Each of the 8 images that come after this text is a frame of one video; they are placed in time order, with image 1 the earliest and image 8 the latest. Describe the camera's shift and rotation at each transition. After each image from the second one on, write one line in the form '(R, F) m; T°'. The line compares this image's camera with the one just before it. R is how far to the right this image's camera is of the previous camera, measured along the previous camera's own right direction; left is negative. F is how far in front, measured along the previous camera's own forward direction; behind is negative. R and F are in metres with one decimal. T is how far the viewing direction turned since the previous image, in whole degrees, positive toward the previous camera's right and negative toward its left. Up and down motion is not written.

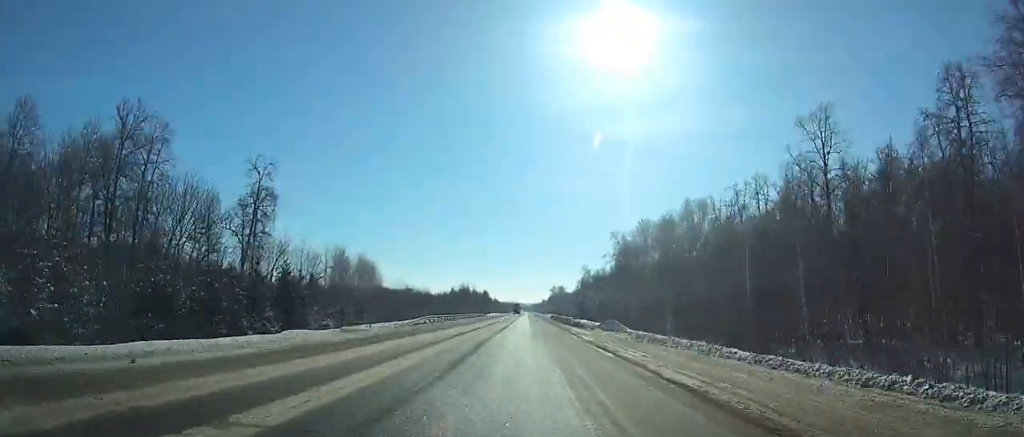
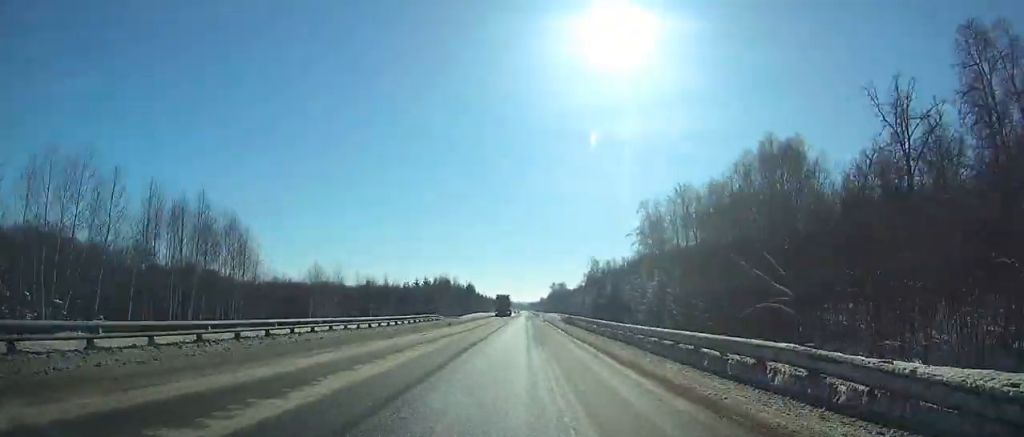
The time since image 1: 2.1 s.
(+0.2, +46.4) m; 0°
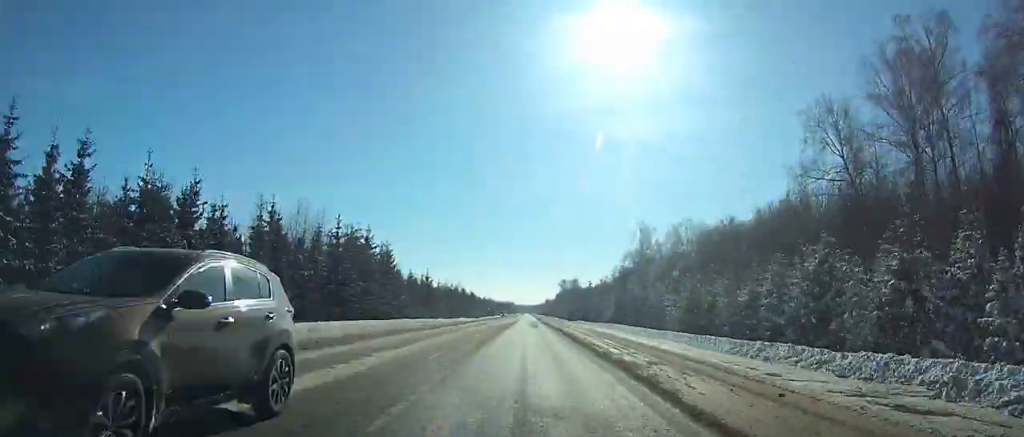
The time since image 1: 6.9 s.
(0.0, +103.9) m; 0°
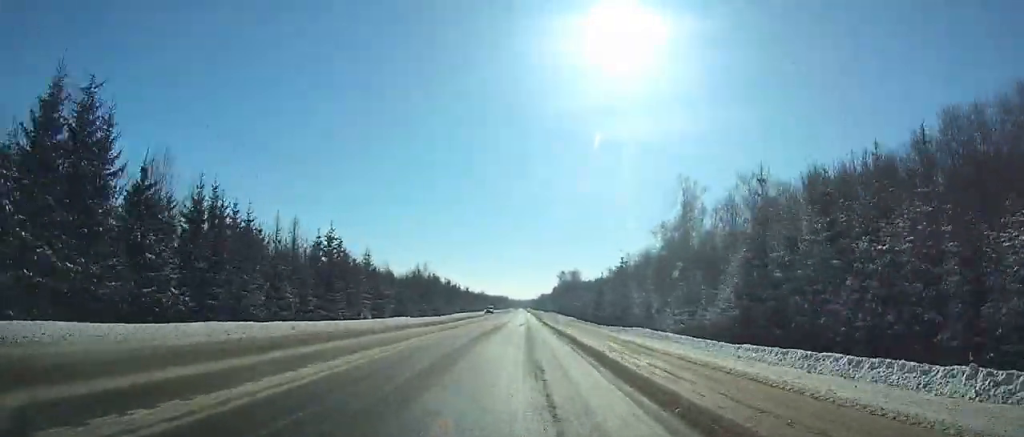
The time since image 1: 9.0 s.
(+0.1, +44.3) m; 0°
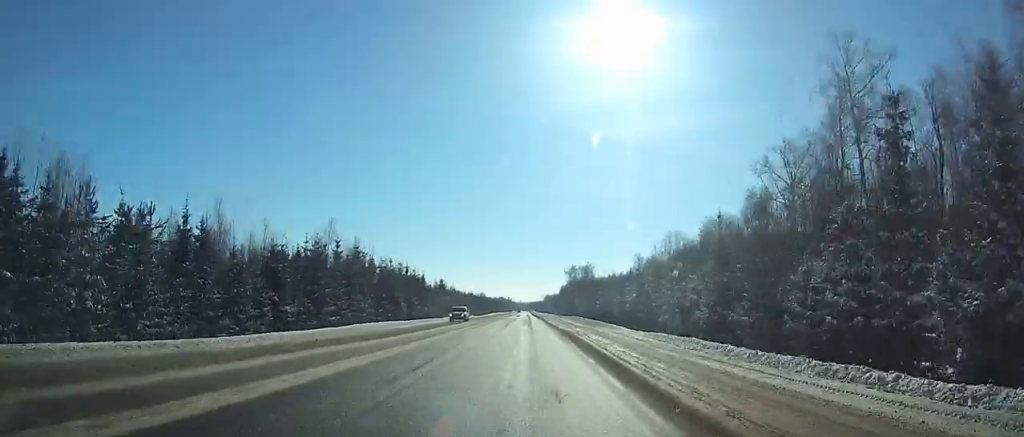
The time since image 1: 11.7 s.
(-0.1, +56.6) m; 0°
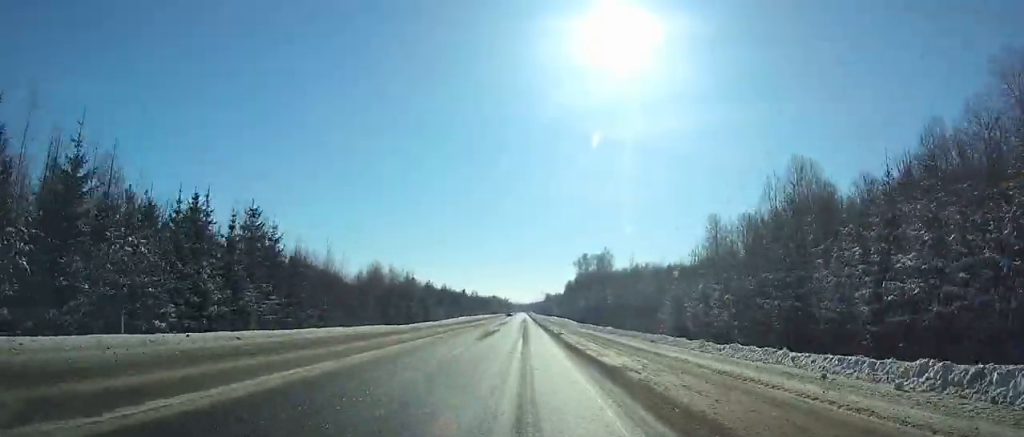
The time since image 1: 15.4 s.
(-0.2, +79.2) m; 0°
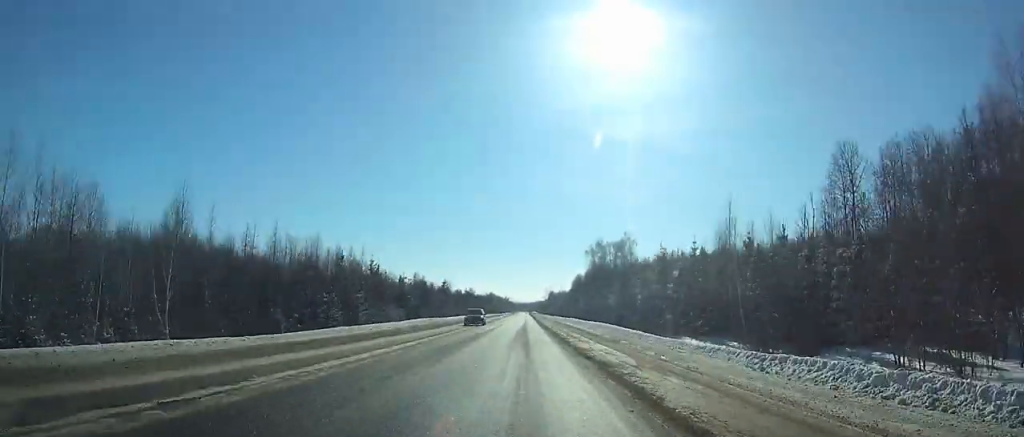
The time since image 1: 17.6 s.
(0.0, +50.7) m; 0°
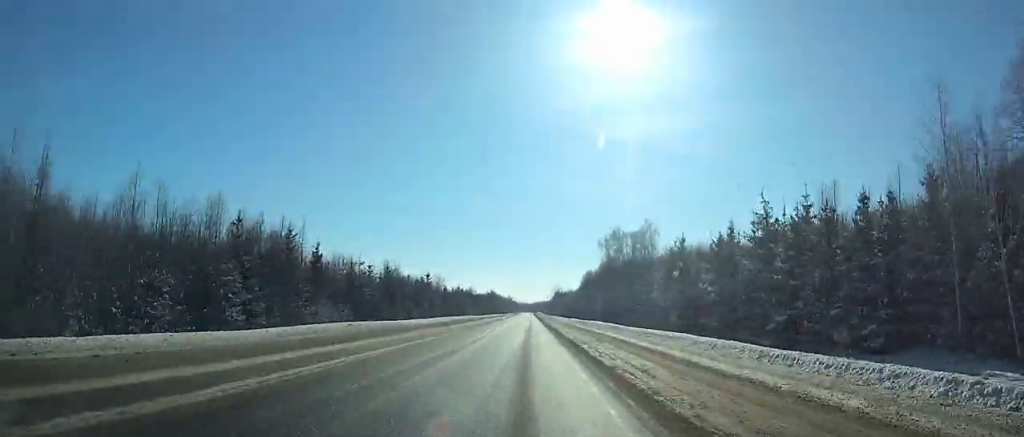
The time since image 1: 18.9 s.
(-0.1, +31.7) m; +1°
